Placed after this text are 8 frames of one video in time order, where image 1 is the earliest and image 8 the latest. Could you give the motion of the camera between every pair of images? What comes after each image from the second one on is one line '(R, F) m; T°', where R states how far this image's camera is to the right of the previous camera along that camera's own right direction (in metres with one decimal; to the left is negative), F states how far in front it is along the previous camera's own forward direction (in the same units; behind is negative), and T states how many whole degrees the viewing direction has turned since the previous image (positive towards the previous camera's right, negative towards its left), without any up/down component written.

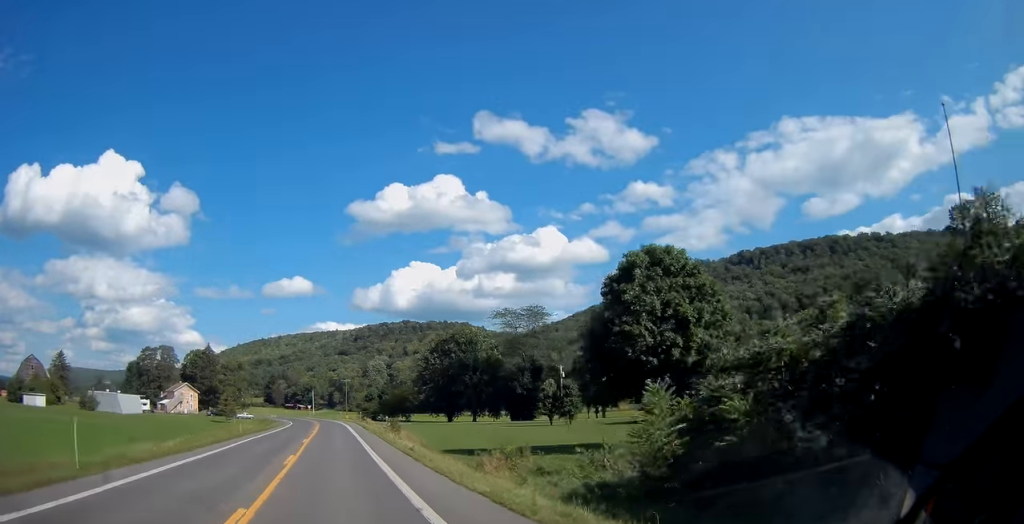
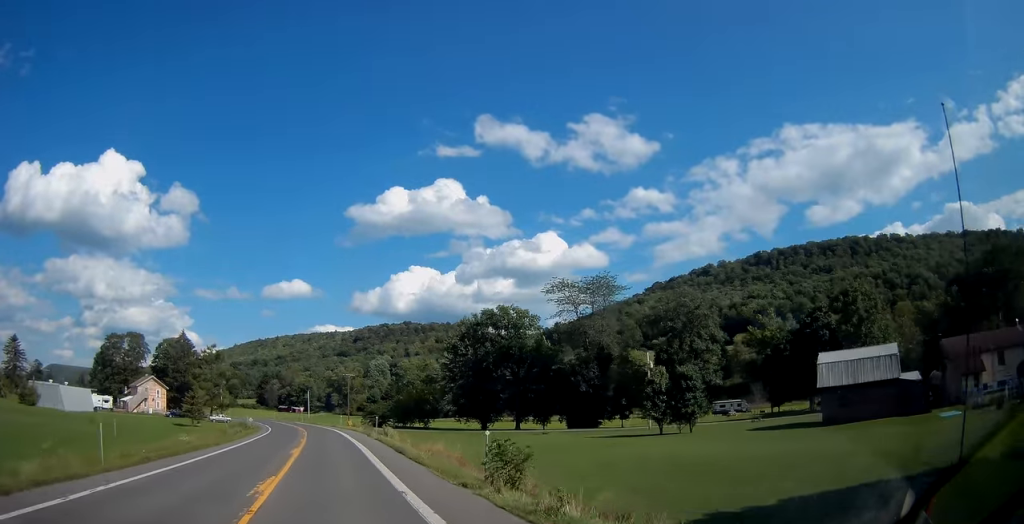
(-0.1, +30.5) m; 0°
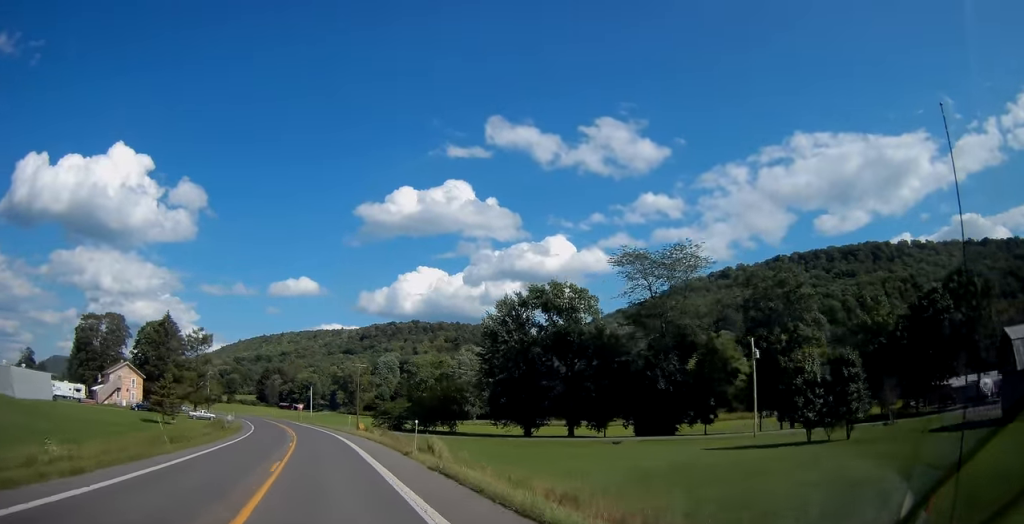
(0.0, +20.3) m; 0°
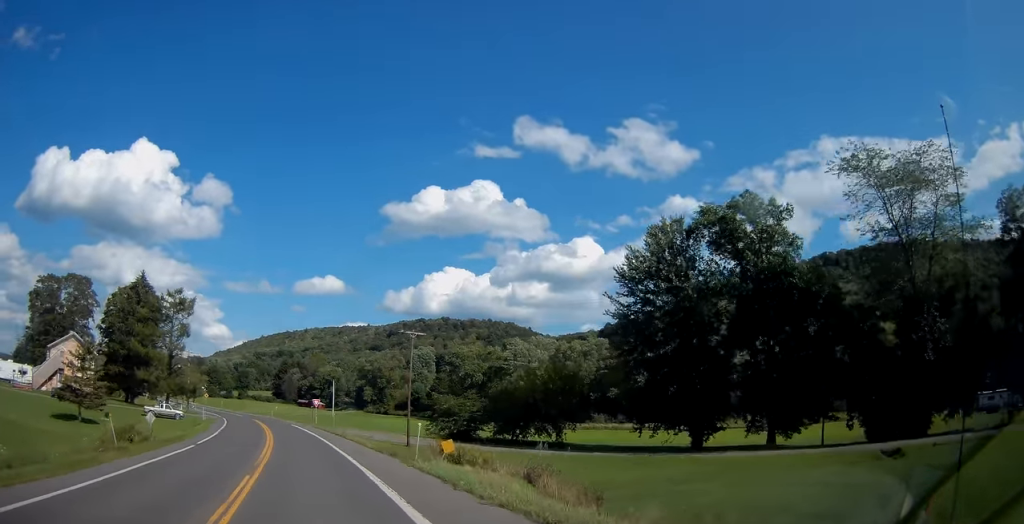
(0.0, +34.7) m; 0°
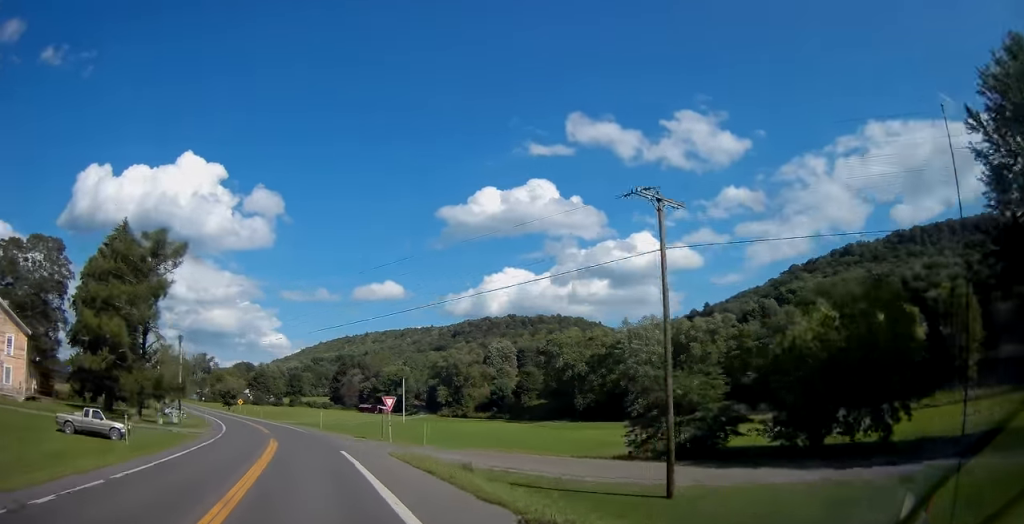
(-0.7, +32.9) m; -4°
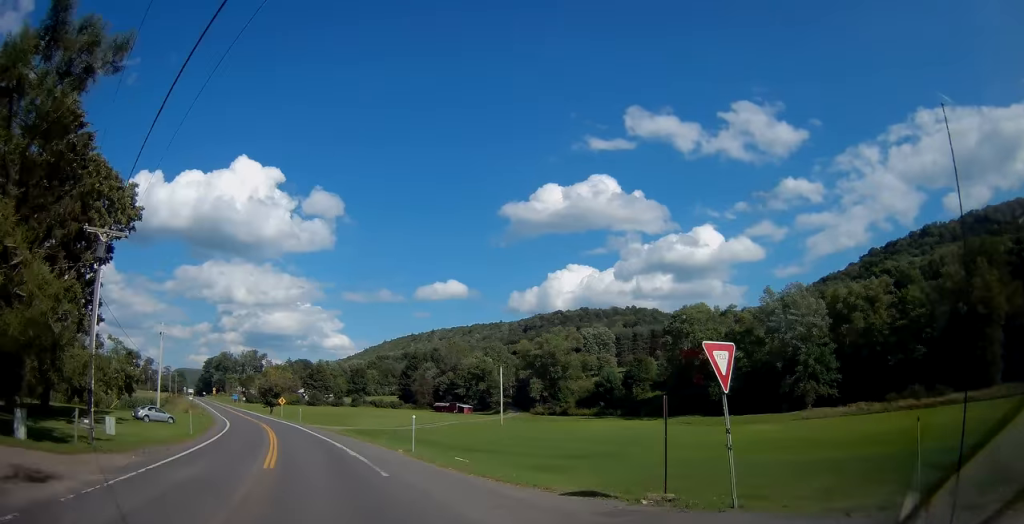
(-1.7, +32.0) m; -5°
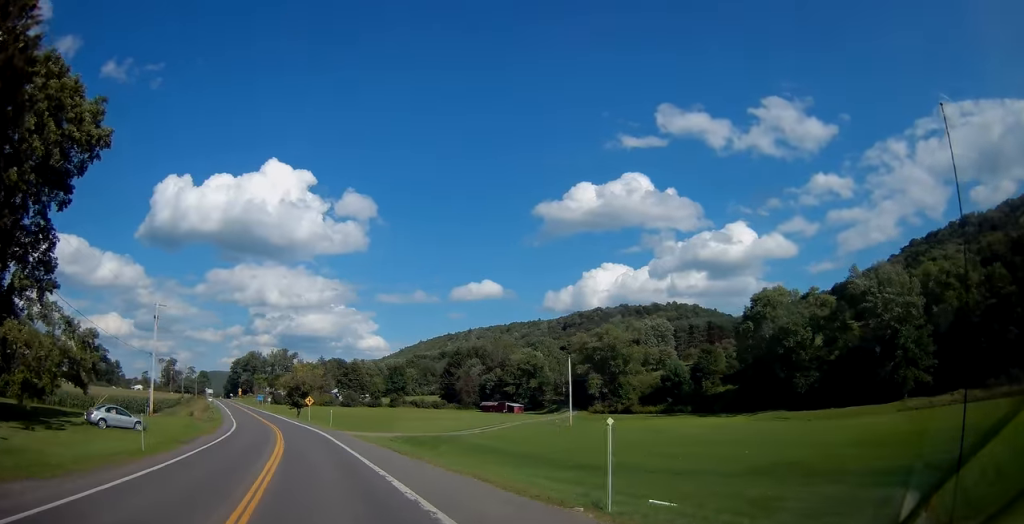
(-0.3, +16.1) m; -3°
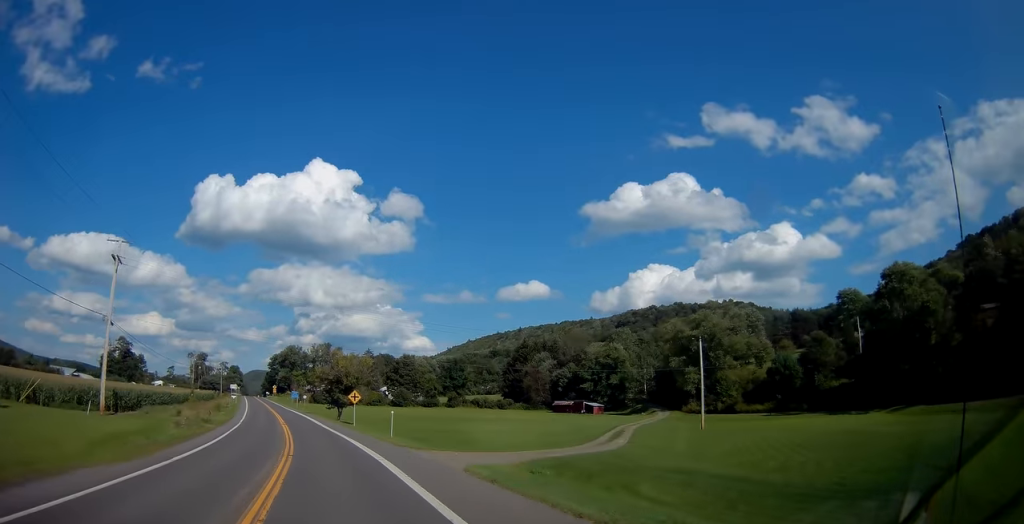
(-0.8, +24.0) m; -5°
